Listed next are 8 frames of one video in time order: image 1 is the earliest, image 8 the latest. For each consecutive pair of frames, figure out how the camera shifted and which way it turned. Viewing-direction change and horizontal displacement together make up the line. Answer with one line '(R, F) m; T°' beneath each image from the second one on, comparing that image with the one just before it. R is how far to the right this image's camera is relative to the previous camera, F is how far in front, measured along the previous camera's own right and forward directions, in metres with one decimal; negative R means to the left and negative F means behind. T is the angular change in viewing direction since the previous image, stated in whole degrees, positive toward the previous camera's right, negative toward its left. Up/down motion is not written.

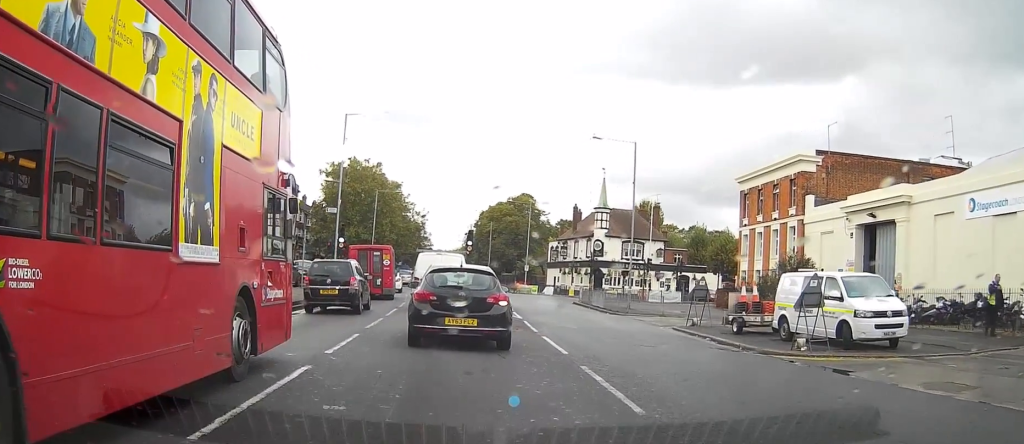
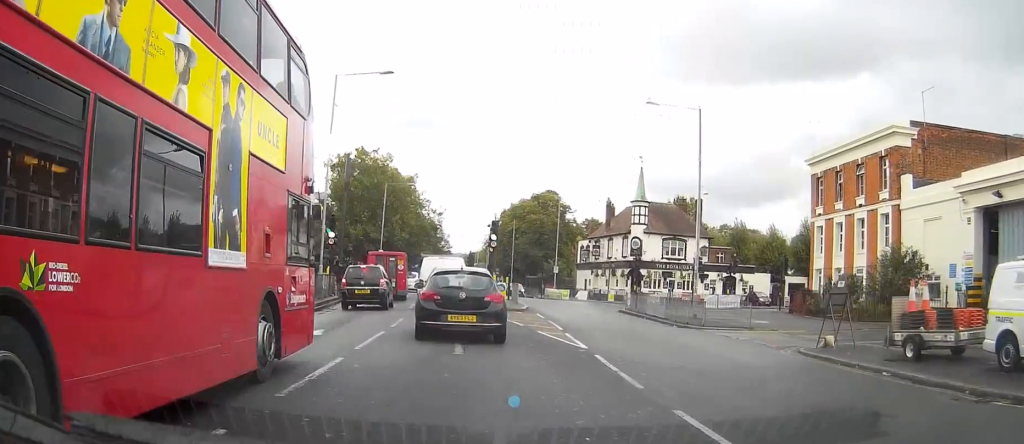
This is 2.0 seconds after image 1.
(0.0, +10.3) m; -1°
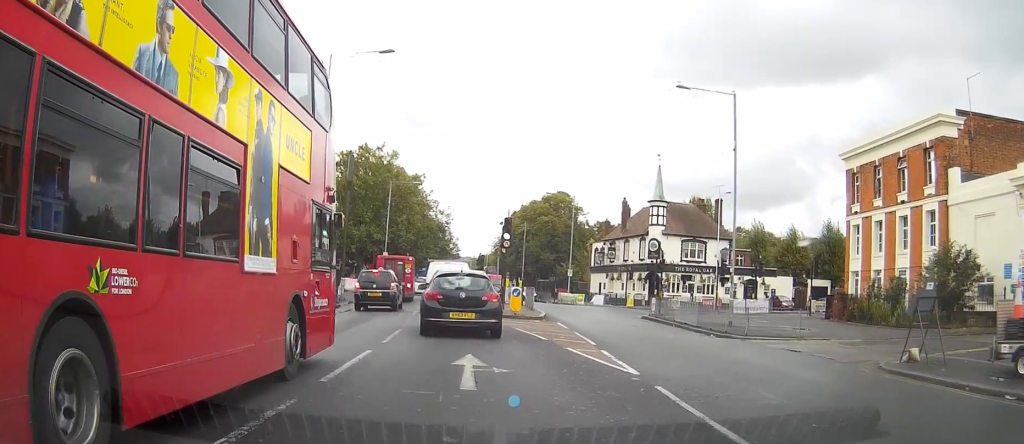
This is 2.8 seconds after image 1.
(-0.1, +3.0) m; -2°
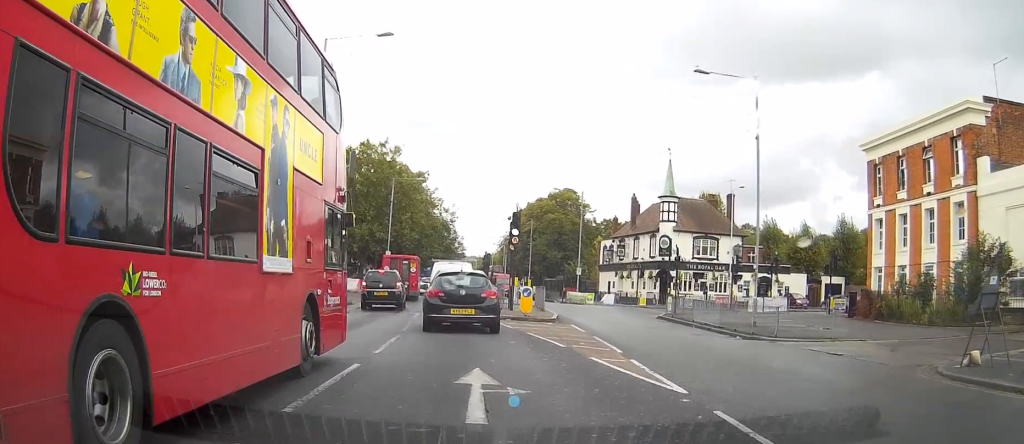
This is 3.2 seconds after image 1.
(0.0, +1.5) m; -1°
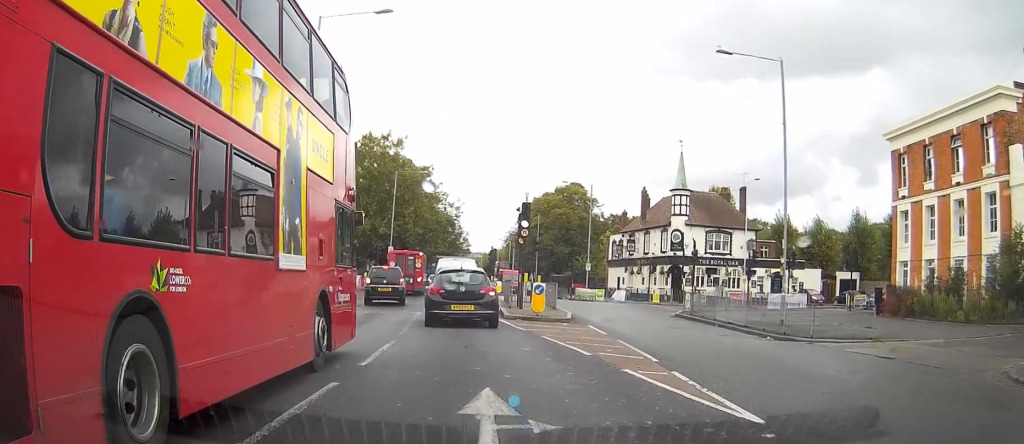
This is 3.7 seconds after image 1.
(0.0, +1.8) m; 0°
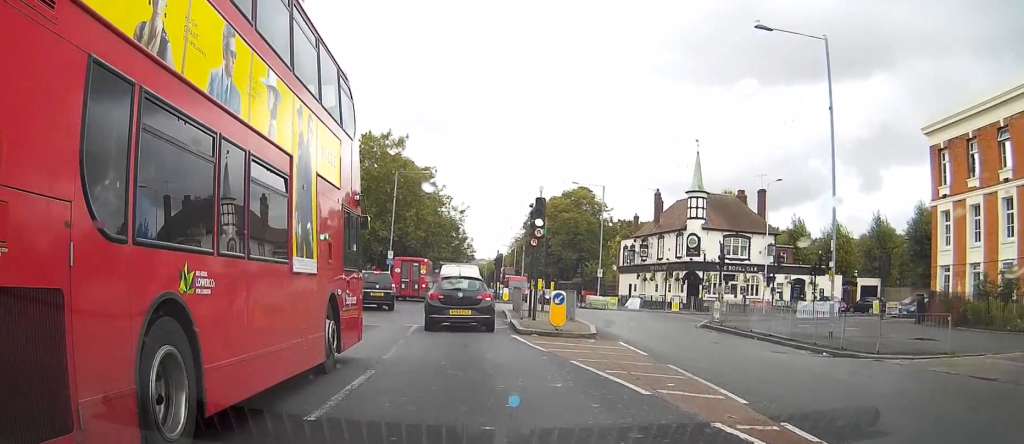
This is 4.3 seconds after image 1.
(0.0, +3.2) m; 0°
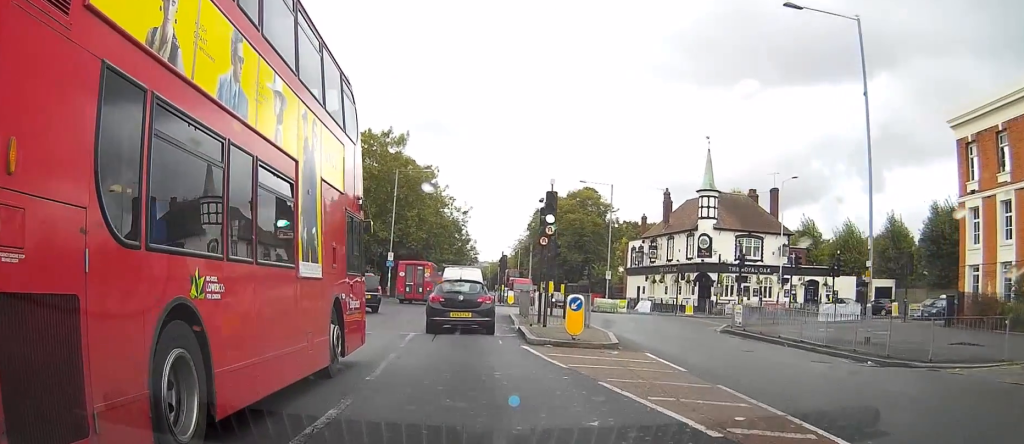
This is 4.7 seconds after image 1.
(0.0, +2.8) m; 0°
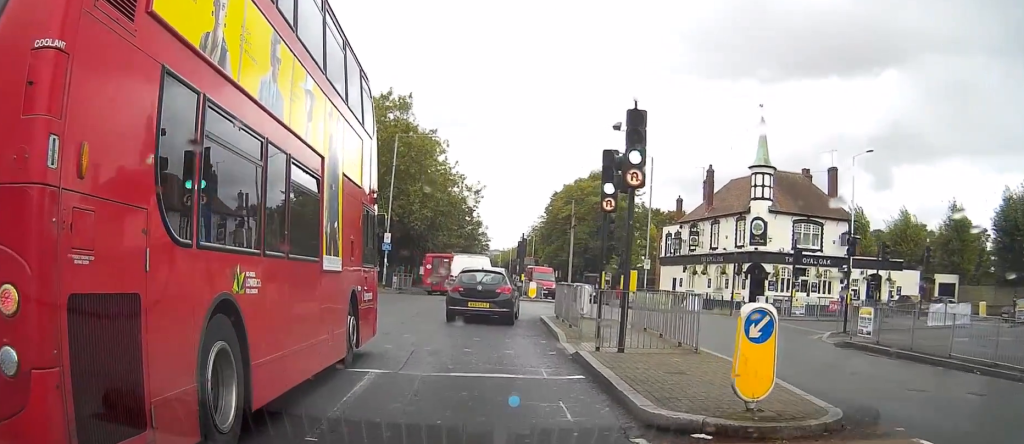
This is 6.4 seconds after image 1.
(-0.2, +10.8) m; -2°
